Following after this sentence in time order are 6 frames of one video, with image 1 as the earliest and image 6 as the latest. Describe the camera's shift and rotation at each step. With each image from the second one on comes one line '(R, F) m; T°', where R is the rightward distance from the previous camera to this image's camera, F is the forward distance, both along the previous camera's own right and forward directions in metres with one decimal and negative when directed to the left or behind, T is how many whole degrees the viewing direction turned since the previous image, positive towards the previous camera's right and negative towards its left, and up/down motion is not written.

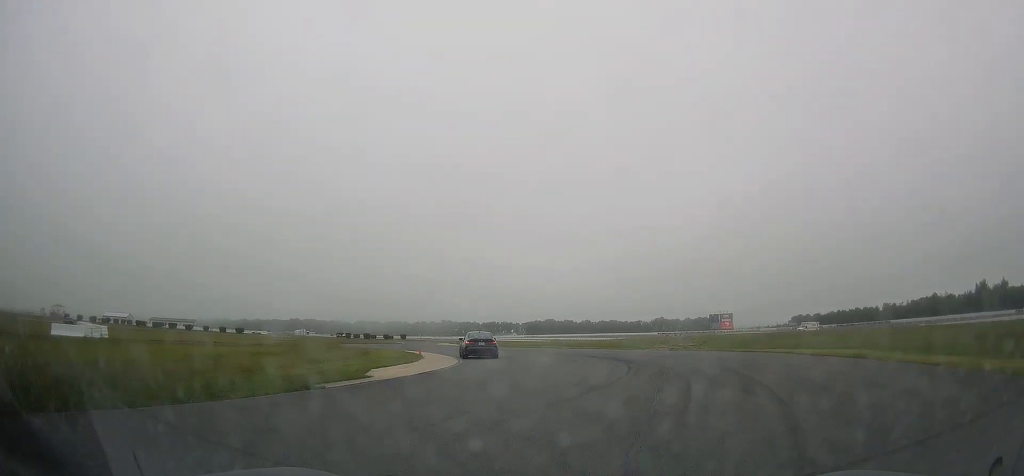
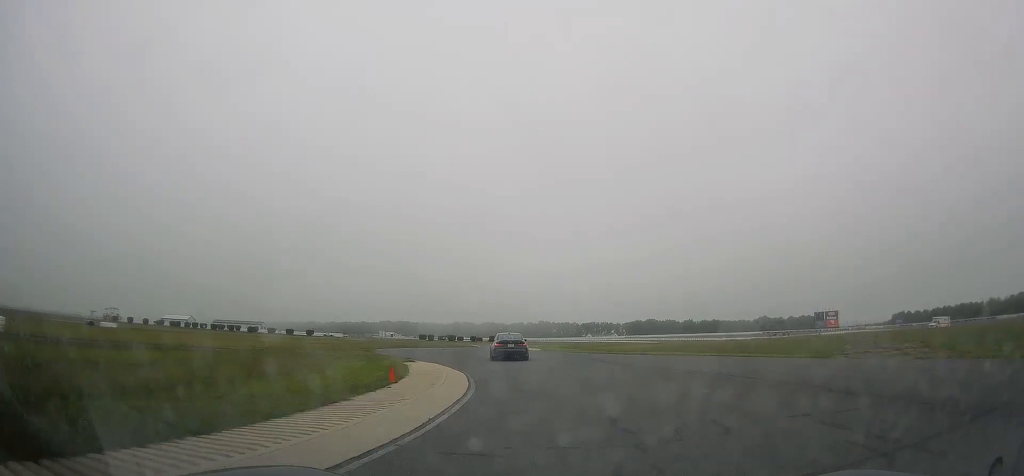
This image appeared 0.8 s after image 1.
(-1.6, +19.8) m; -8°
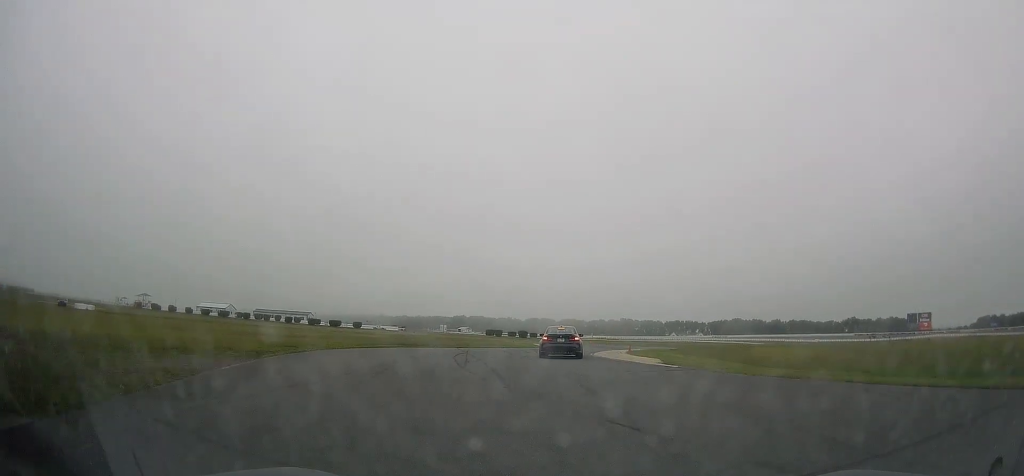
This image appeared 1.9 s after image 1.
(-2.7, +27.2) m; -7°
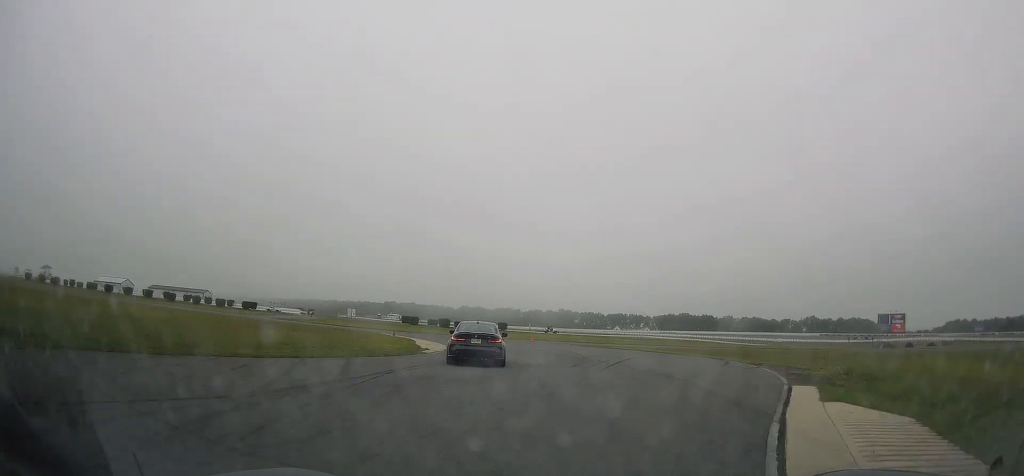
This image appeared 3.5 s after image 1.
(-0.4, +35.3) m; -3°
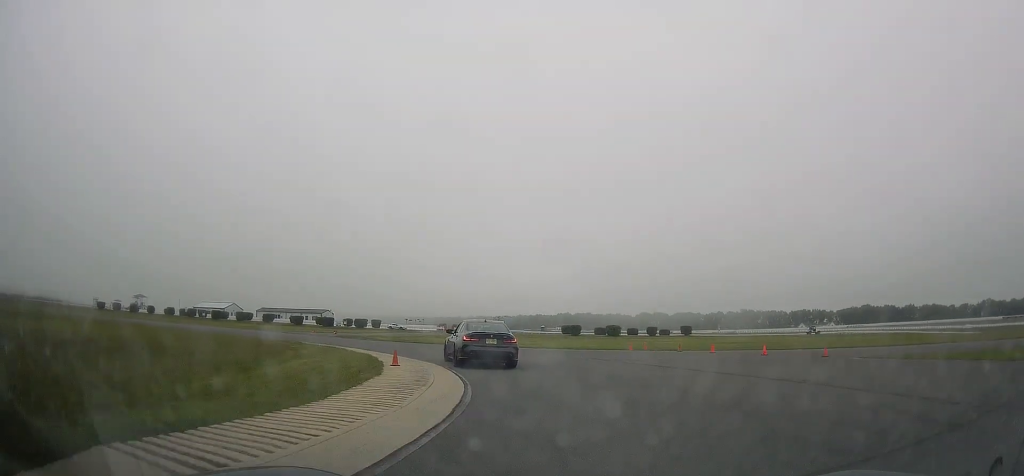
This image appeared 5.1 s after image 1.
(-2.2, +30.0) m; -13°
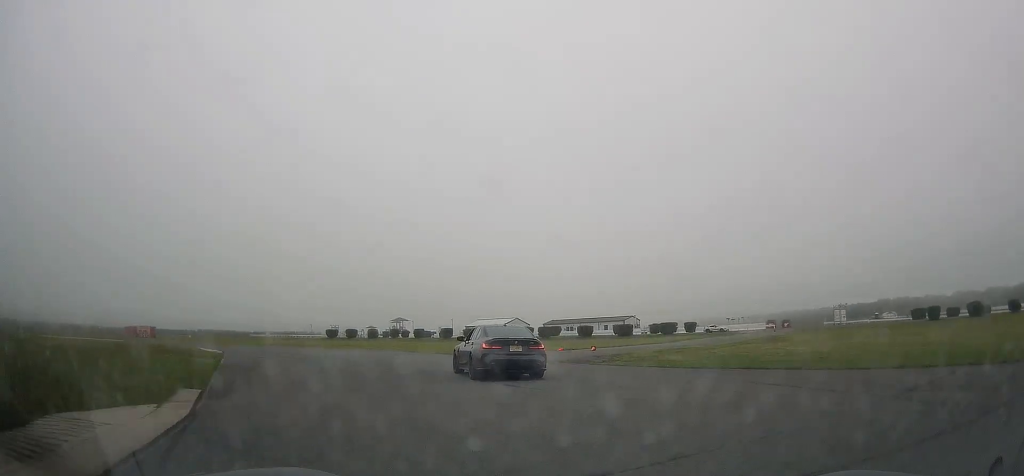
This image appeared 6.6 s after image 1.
(-5.9, +27.4) m; -27°
